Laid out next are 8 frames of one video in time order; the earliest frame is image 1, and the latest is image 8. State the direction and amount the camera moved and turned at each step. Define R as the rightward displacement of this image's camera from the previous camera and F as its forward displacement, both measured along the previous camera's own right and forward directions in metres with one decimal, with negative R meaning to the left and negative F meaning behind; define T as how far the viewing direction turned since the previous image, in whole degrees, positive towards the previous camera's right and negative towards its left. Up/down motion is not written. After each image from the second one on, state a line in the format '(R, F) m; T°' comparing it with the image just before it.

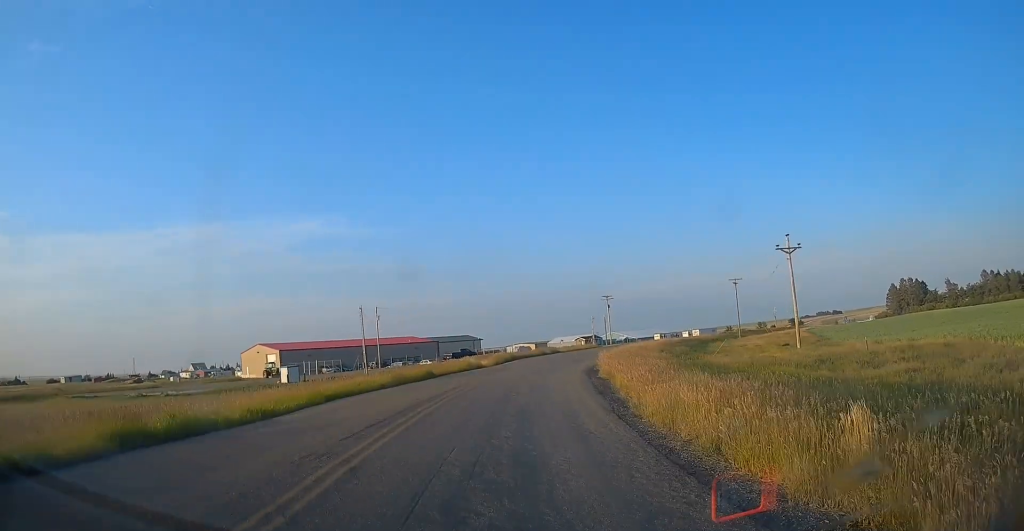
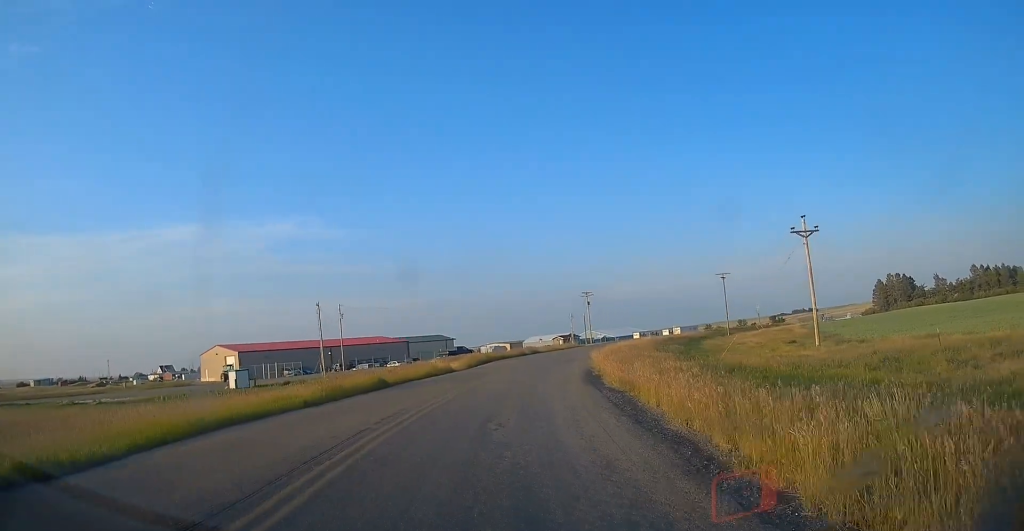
(+0.2, +8.3) m; +3°
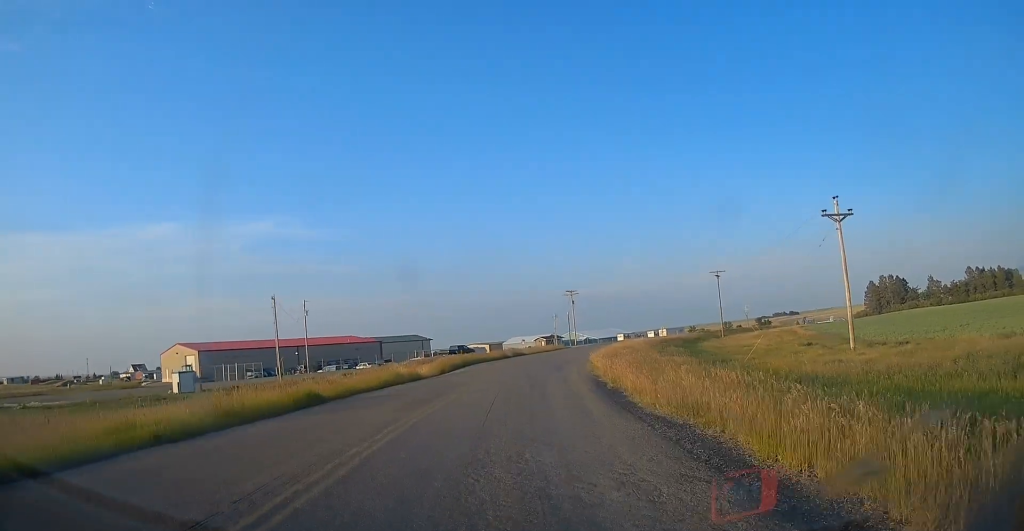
(+0.2, +8.3) m; +3°
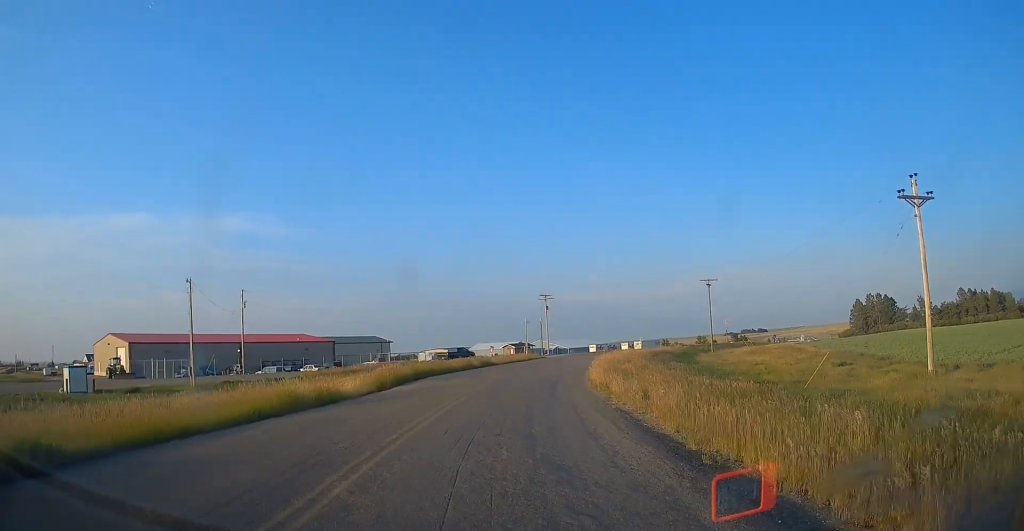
(+0.4, +12.2) m; +3°
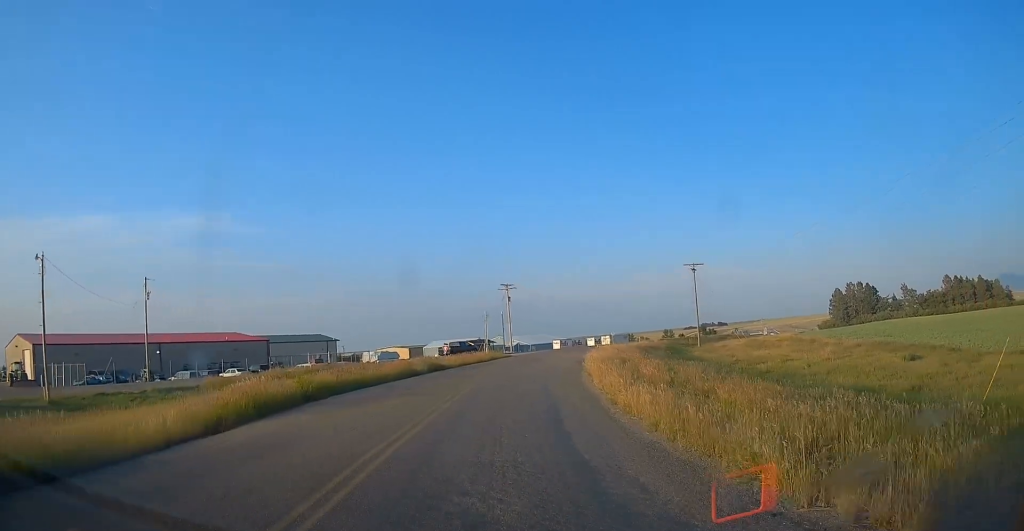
(+0.2, +14.4) m; +2°
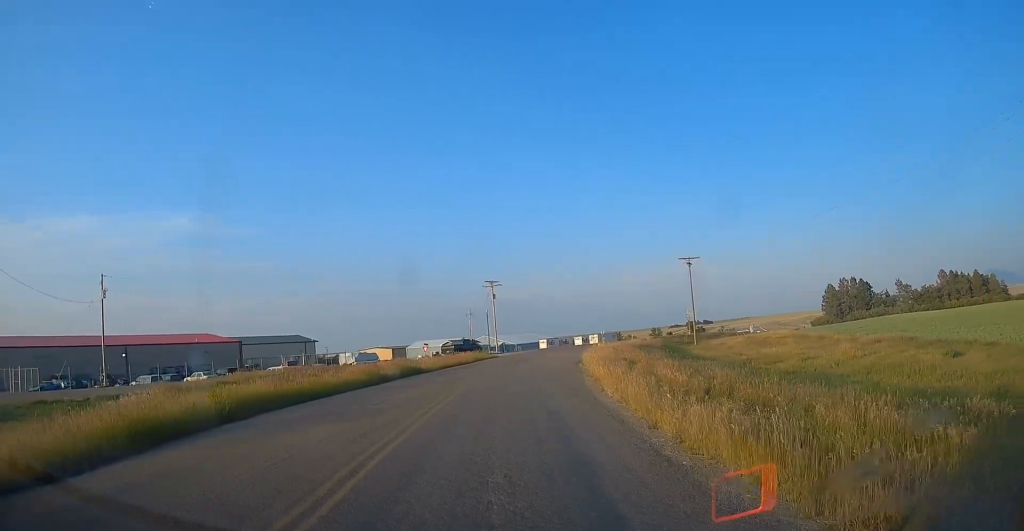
(0.0, +5.4) m; +1°
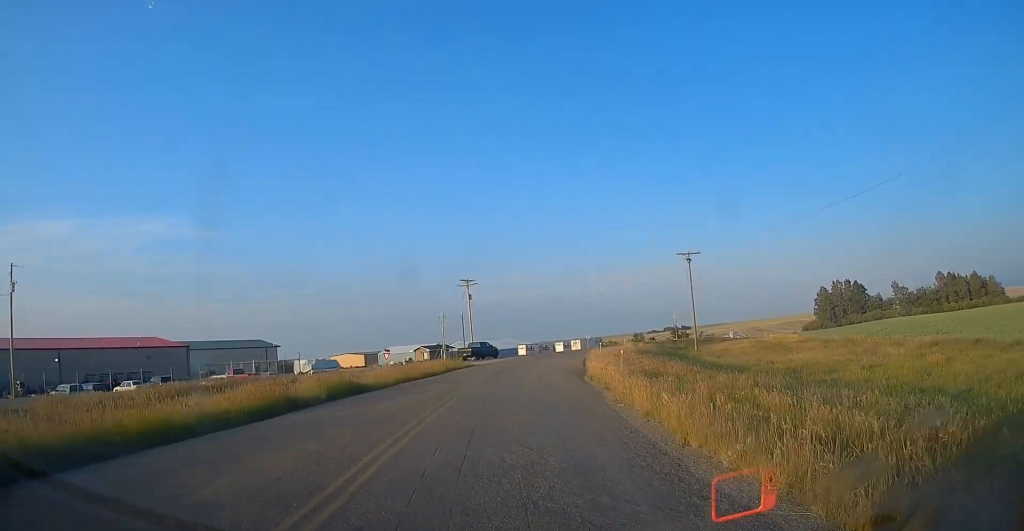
(+0.3, +10.4) m; +3°
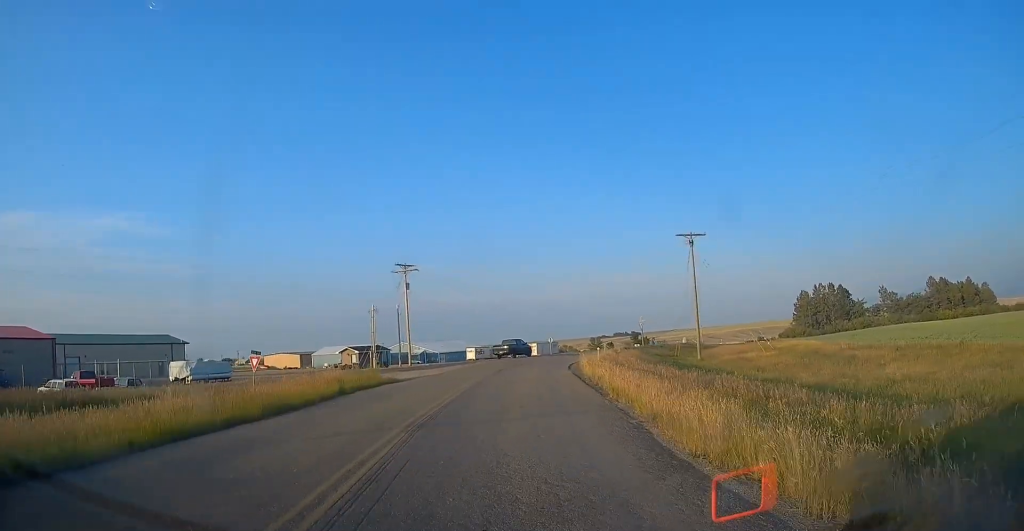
(+0.5, +19.8) m; +3°
